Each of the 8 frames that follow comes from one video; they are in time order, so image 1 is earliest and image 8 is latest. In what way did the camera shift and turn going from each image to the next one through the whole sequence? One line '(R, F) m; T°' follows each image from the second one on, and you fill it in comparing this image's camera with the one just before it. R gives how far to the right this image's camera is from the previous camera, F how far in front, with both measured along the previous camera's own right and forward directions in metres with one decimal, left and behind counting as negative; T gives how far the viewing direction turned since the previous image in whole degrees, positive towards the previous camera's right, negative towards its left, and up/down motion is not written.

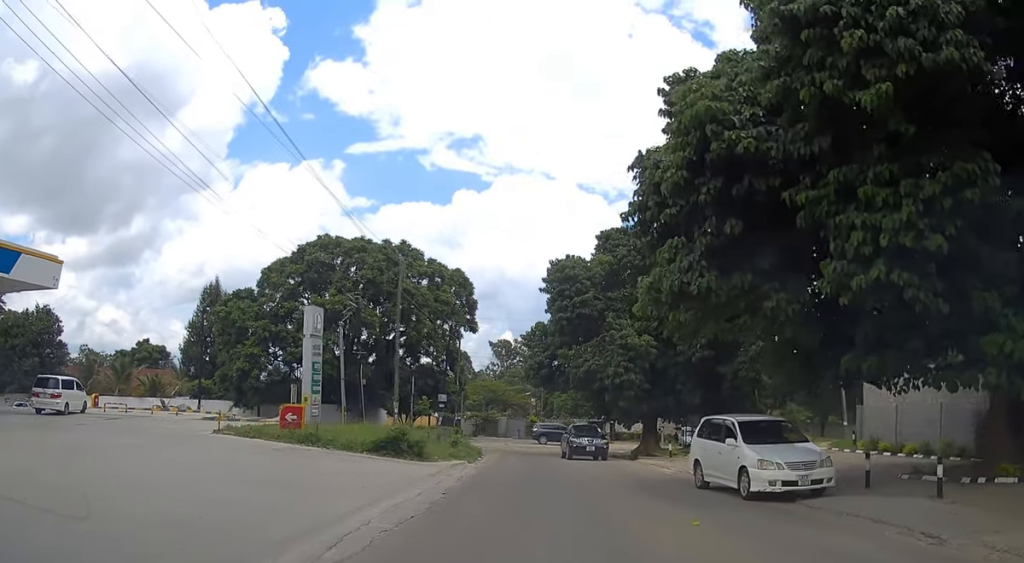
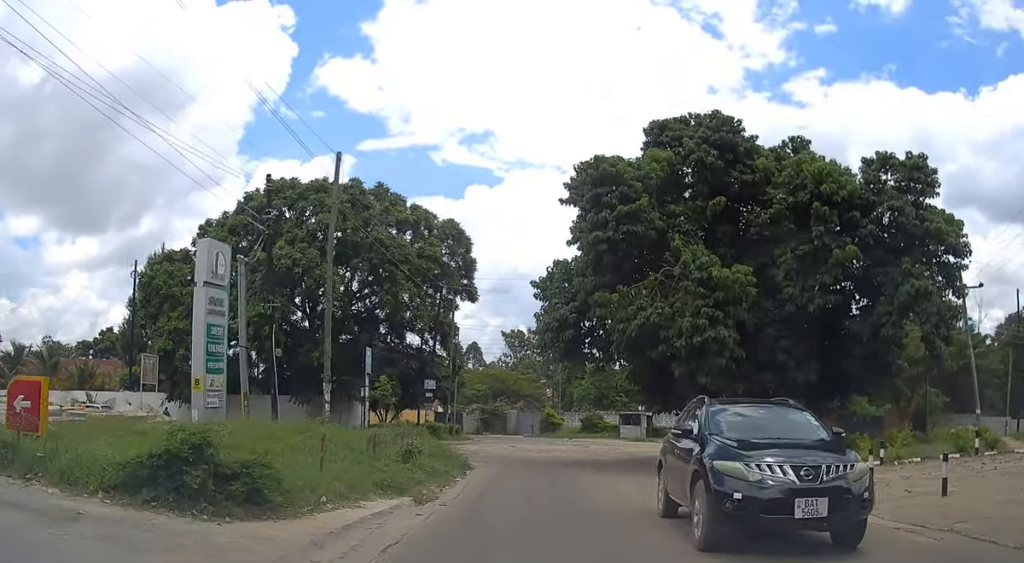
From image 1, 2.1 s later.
(-0.1, +14.8) m; 0°
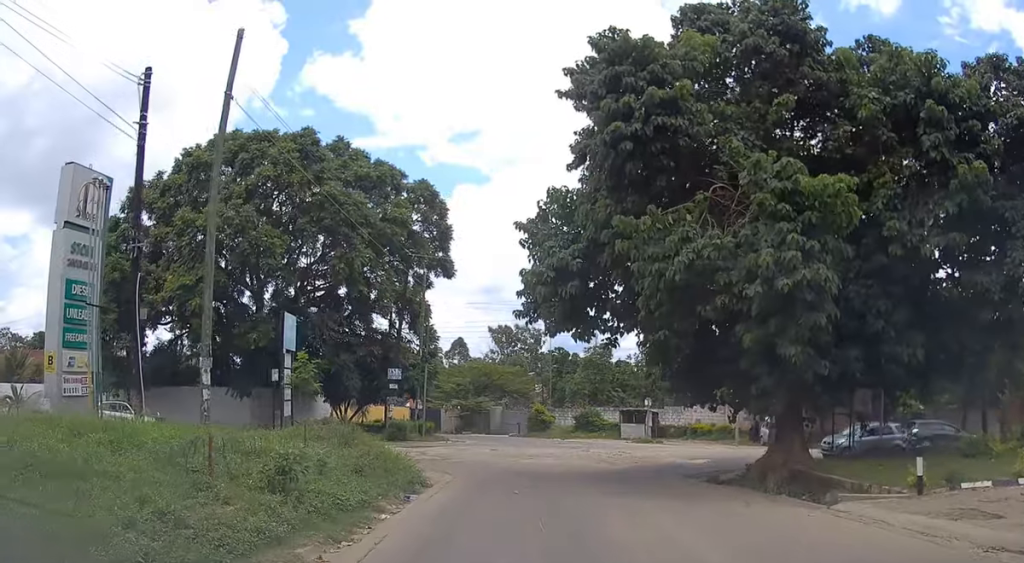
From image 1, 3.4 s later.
(+0.1, +8.7) m; +2°
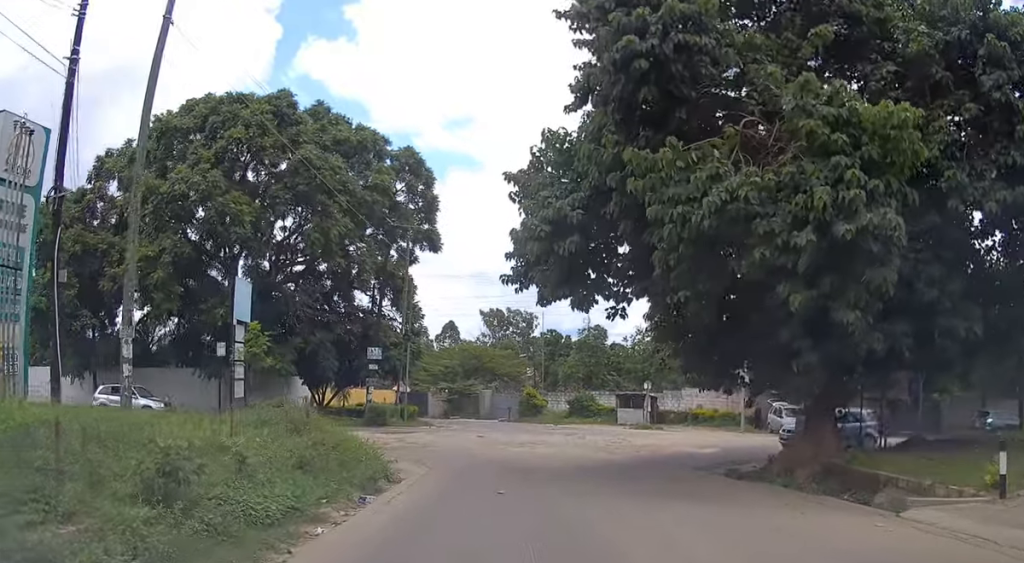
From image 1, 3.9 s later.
(+0.1, +2.9) m; -1°
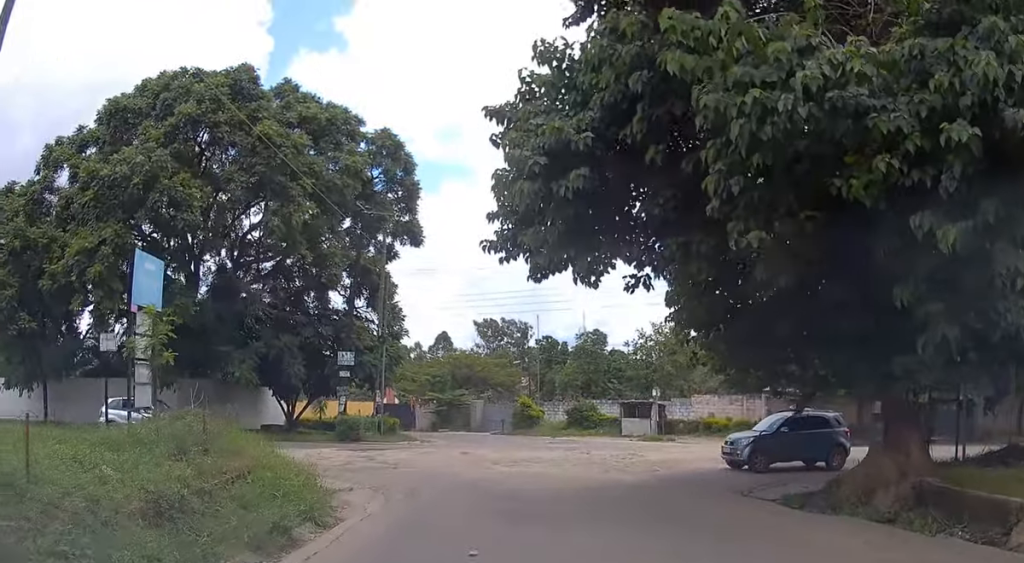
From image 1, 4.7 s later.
(0.0, +4.6) m; -1°
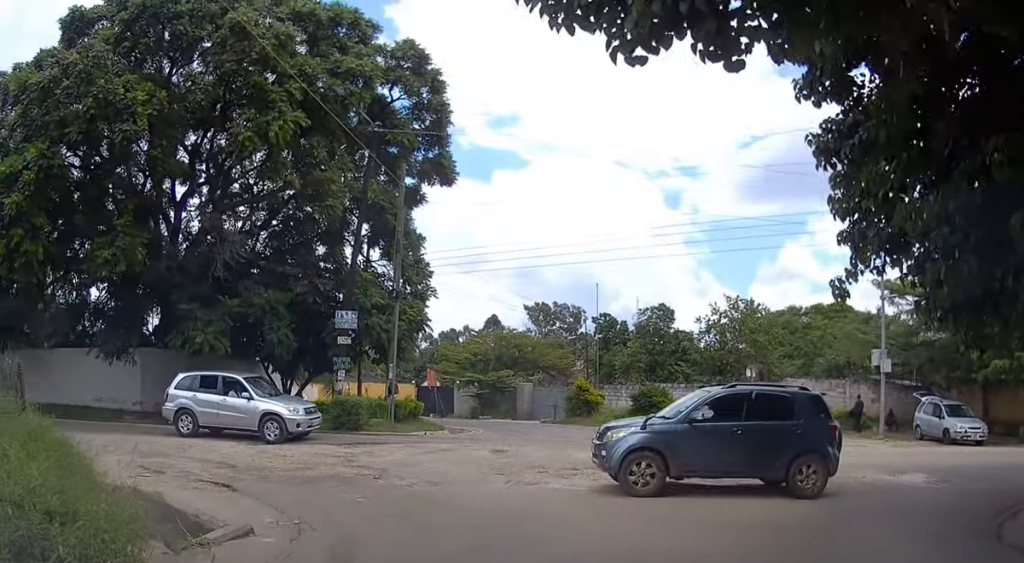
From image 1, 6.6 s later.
(-0.2, +9.3) m; -1°
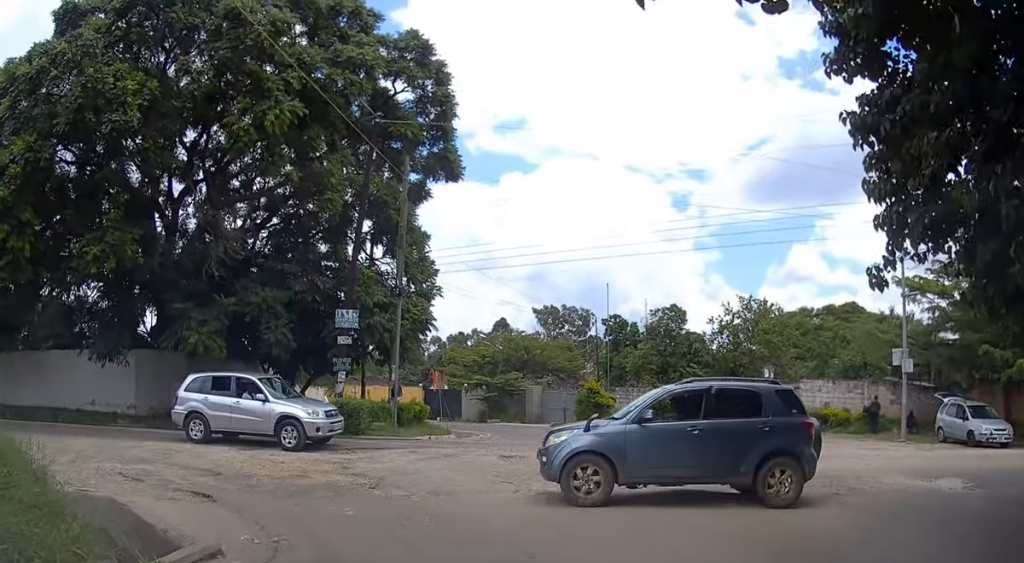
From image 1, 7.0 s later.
(0.0, +1.3) m; 0°
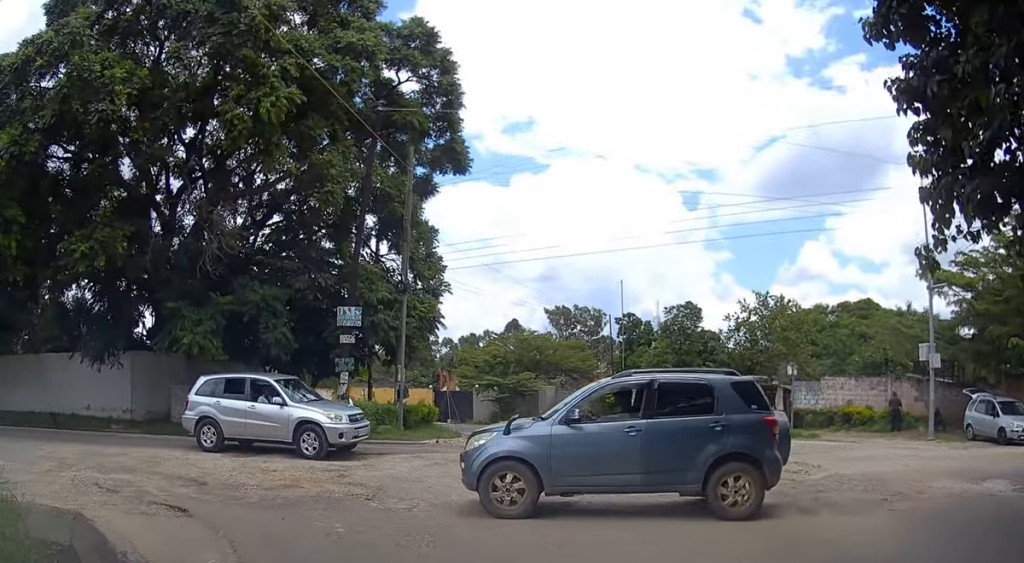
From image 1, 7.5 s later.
(0.0, +1.5) m; 0°
